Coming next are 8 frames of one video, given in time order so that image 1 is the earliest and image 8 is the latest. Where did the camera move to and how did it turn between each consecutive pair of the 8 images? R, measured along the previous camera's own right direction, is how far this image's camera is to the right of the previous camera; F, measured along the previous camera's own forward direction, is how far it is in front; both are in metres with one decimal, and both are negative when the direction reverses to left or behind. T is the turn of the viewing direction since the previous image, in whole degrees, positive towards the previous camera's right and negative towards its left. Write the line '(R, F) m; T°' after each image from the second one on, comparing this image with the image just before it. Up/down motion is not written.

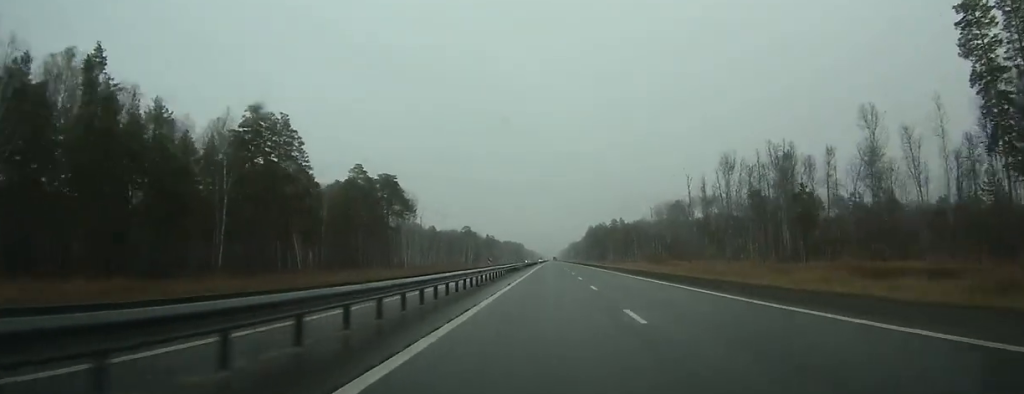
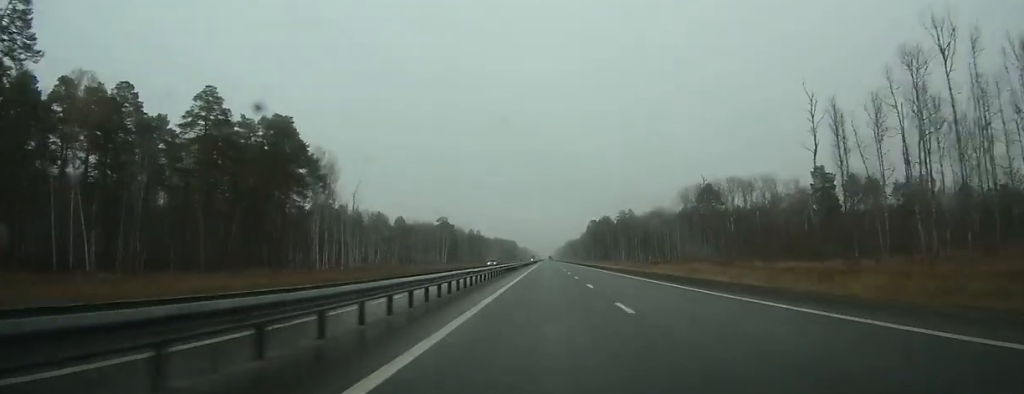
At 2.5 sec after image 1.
(-0.2, +70.7) m; 0°
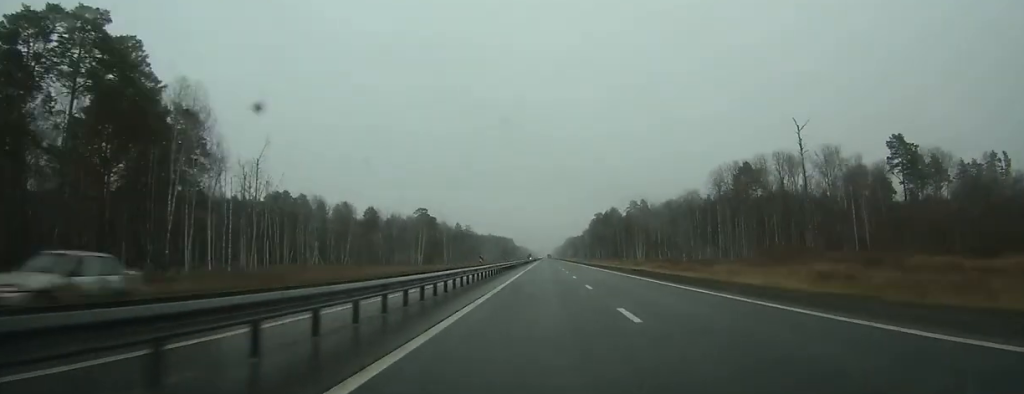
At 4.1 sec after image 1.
(+0.2, +49.1) m; 0°
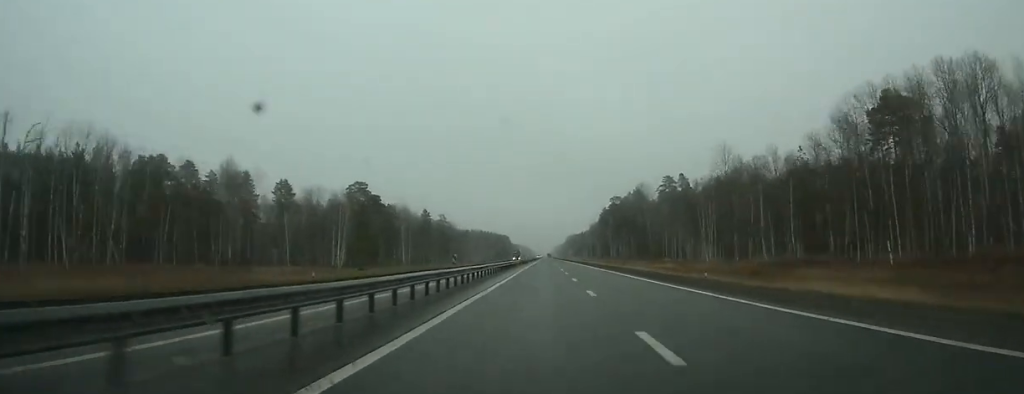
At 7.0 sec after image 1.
(-0.1, +87.5) m; 0°
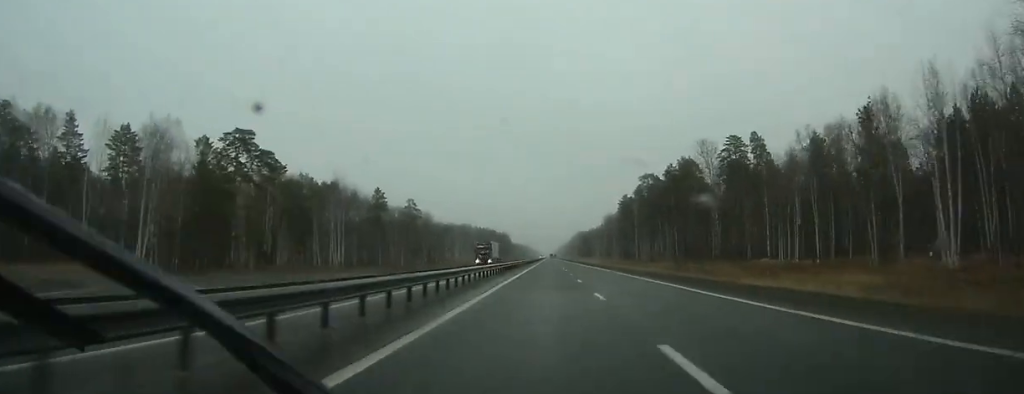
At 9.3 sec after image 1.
(+0.5, +73.9) m; 0°
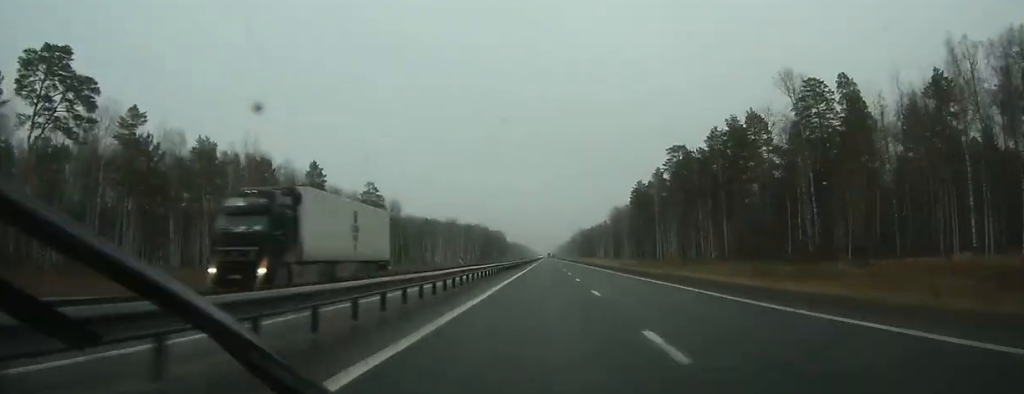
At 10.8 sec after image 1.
(-0.4, +48.1) m; 0°
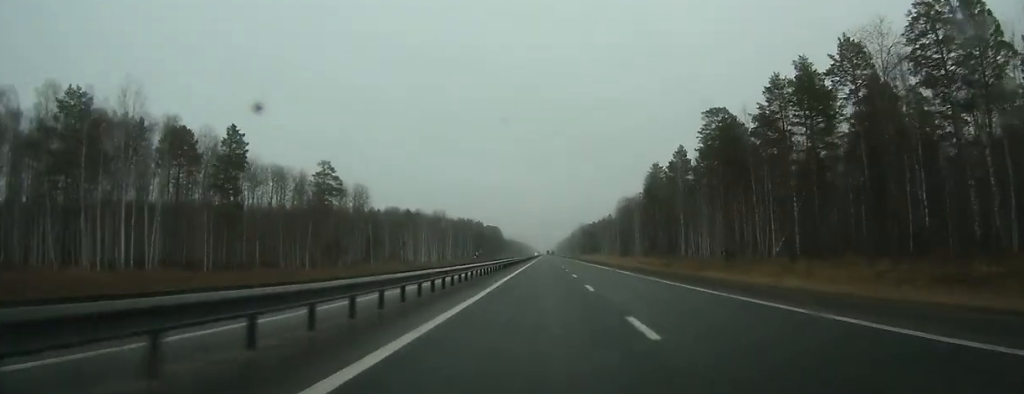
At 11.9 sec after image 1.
(-0.2, +35.5) m; 0°
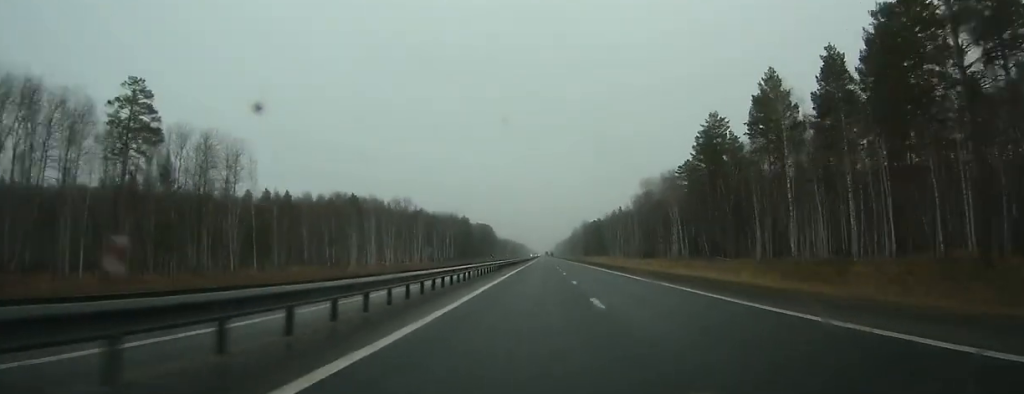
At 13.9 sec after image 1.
(+0.1, +70.7) m; 0°
